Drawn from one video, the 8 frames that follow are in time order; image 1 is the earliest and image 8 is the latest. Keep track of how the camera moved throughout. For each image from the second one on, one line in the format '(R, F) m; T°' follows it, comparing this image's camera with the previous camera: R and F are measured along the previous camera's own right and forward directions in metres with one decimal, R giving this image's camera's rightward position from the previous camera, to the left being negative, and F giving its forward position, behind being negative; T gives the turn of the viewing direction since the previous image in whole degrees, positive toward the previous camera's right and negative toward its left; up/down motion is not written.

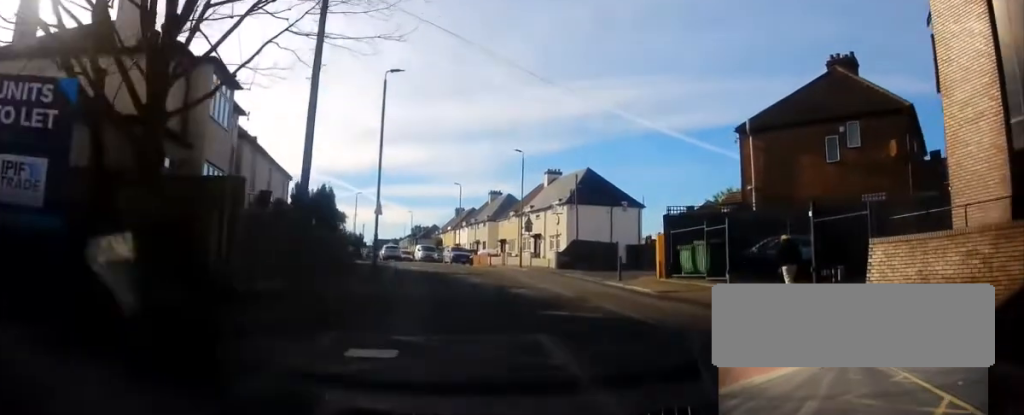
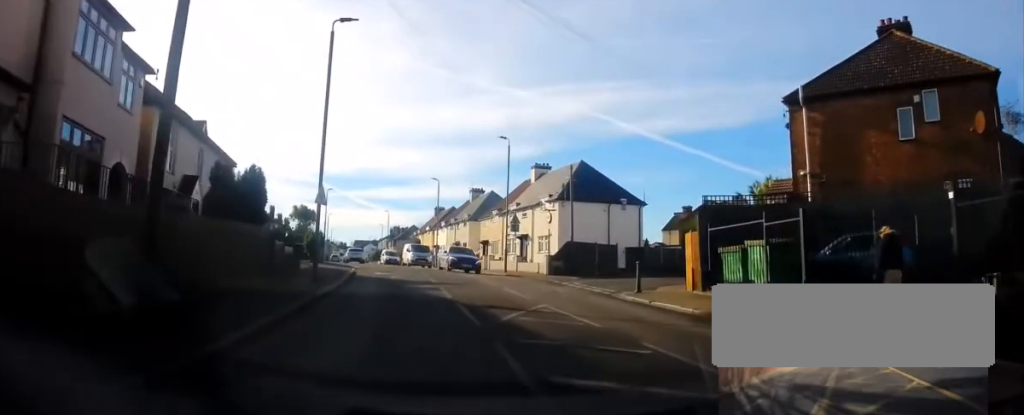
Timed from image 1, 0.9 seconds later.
(+0.1, +6.1) m; +3°
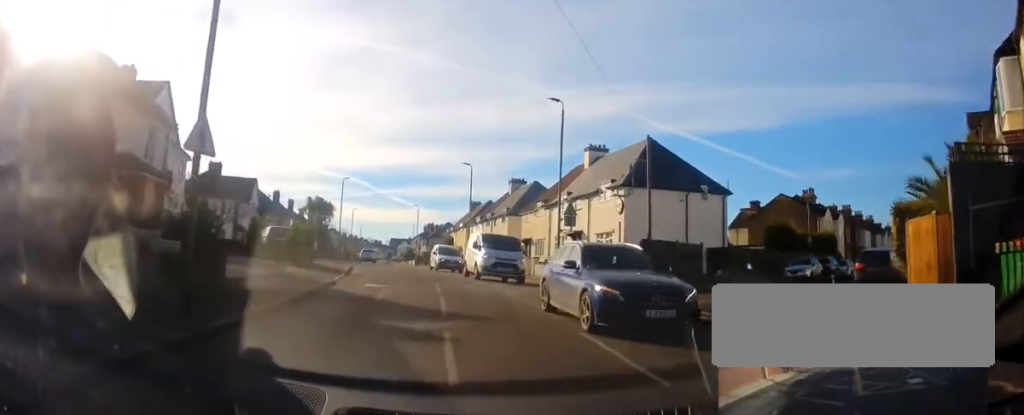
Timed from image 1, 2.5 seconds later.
(+0.6, +10.1) m; +2°
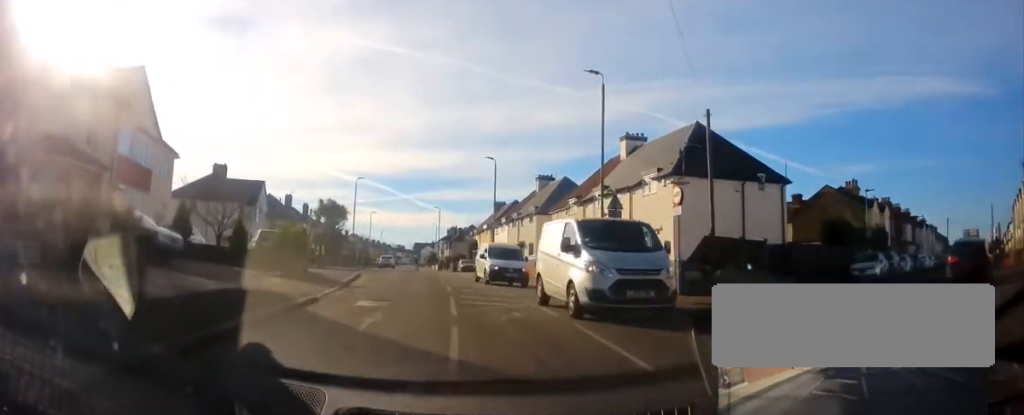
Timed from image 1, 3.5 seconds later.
(-0.2, +5.2) m; -6°
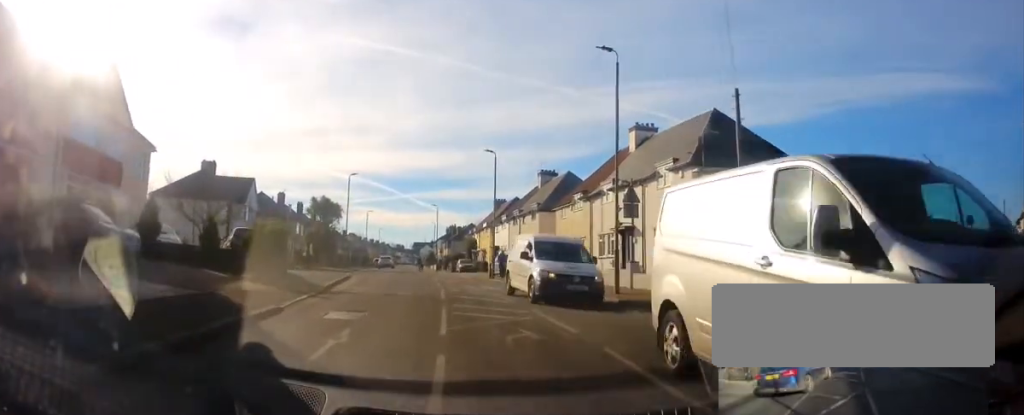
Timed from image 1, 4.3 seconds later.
(-0.3, +3.3) m; -2°
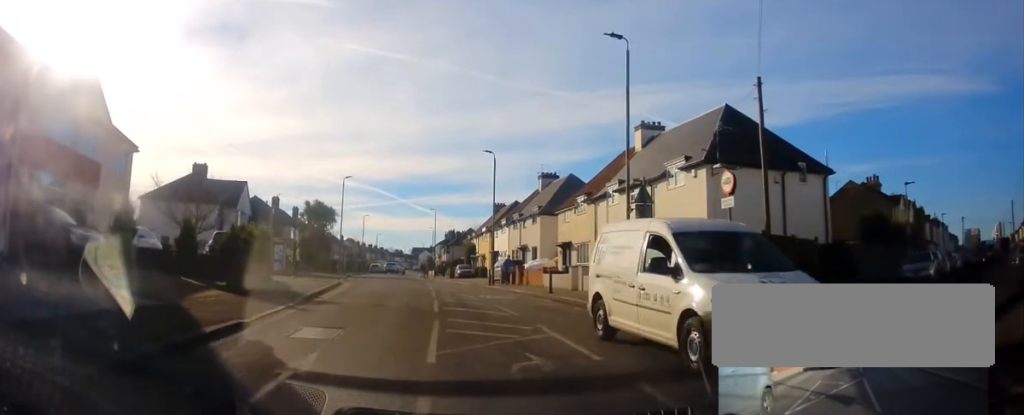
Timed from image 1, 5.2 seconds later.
(+0.3, +2.3) m; +2°
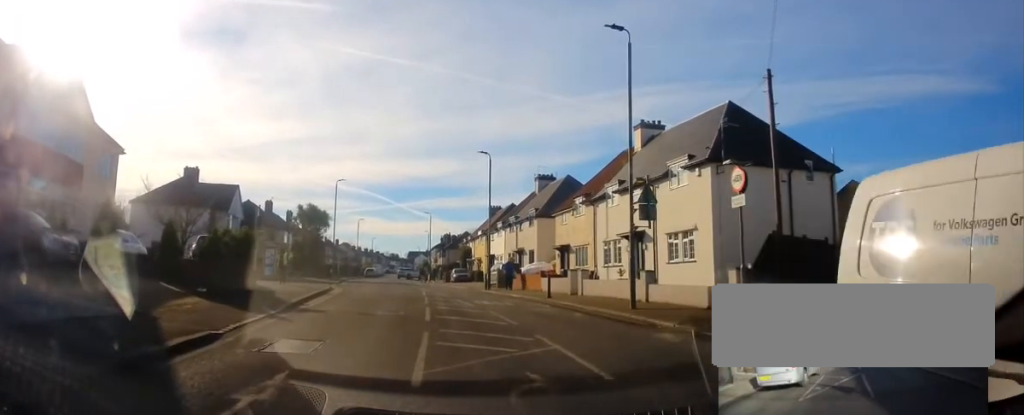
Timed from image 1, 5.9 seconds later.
(-0.2, +1.4) m; +1°
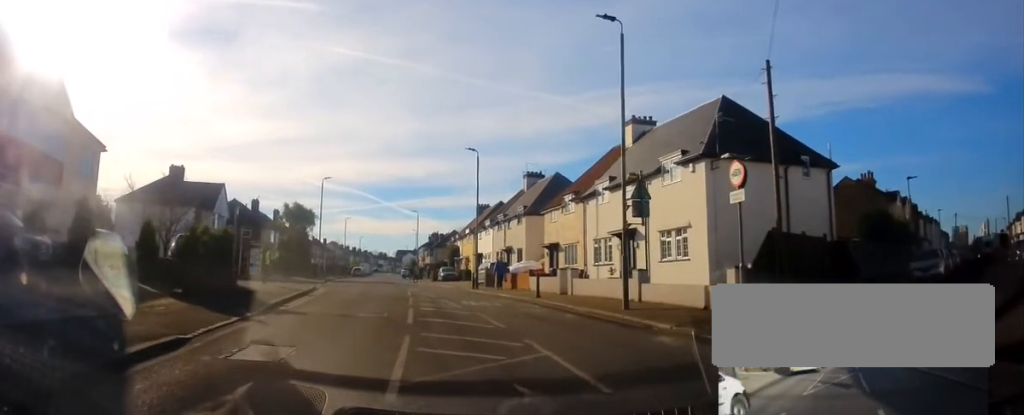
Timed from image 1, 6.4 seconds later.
(0.0, +0.9) m; +3°
